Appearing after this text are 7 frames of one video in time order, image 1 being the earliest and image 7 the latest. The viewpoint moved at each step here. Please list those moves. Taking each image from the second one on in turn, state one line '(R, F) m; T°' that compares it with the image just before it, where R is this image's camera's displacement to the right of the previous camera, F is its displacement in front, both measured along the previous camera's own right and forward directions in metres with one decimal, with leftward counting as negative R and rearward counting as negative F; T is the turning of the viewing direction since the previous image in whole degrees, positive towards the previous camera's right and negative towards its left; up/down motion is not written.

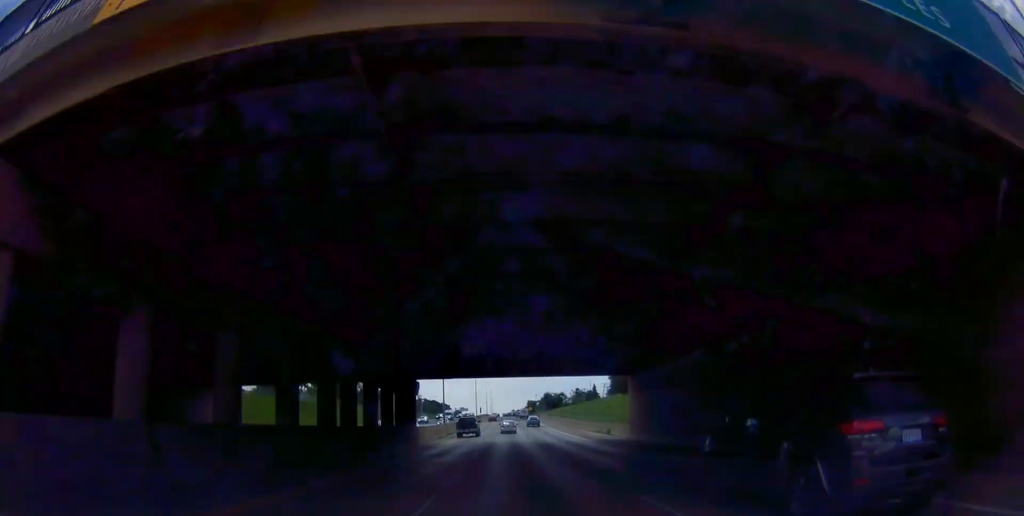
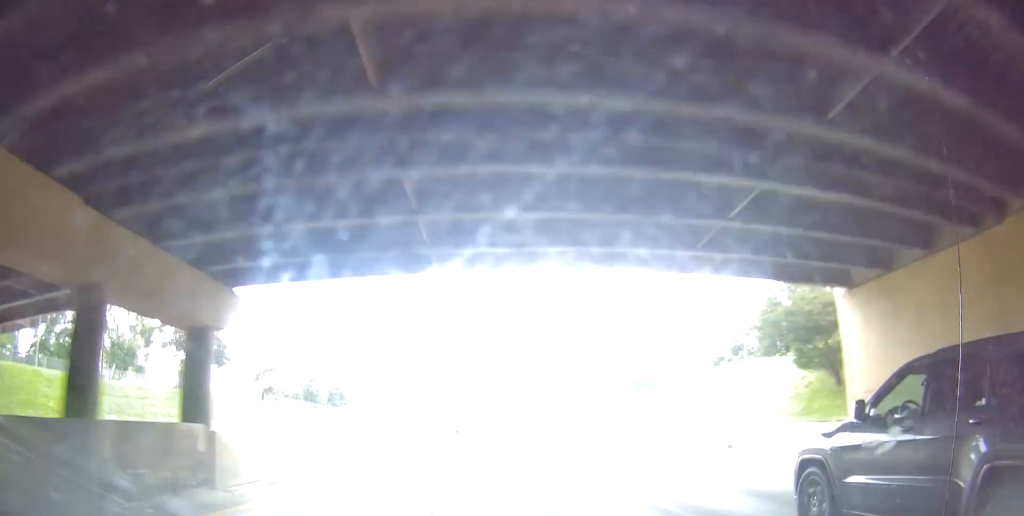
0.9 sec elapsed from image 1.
(+0.3, +30.6) m; +1°
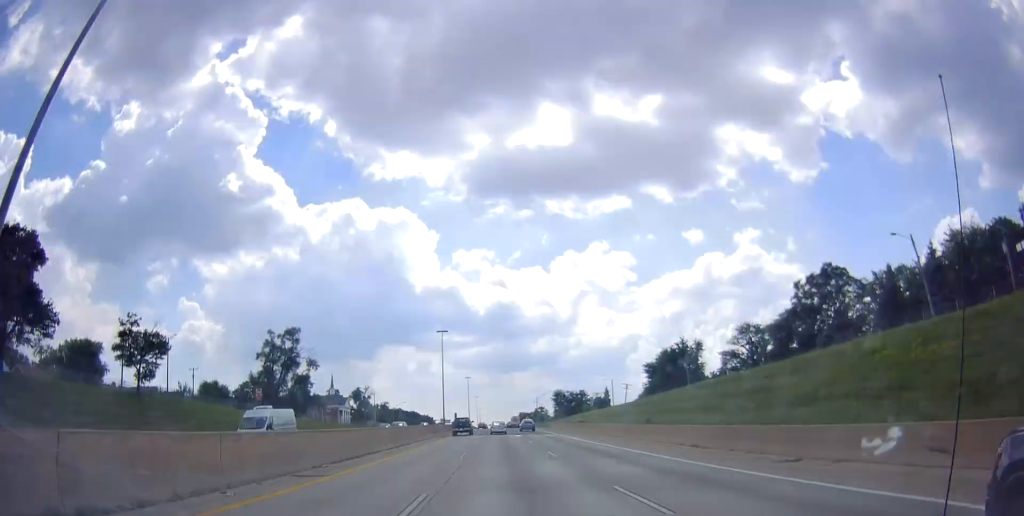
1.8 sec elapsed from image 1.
(+0.1, +29.7) m; +1°
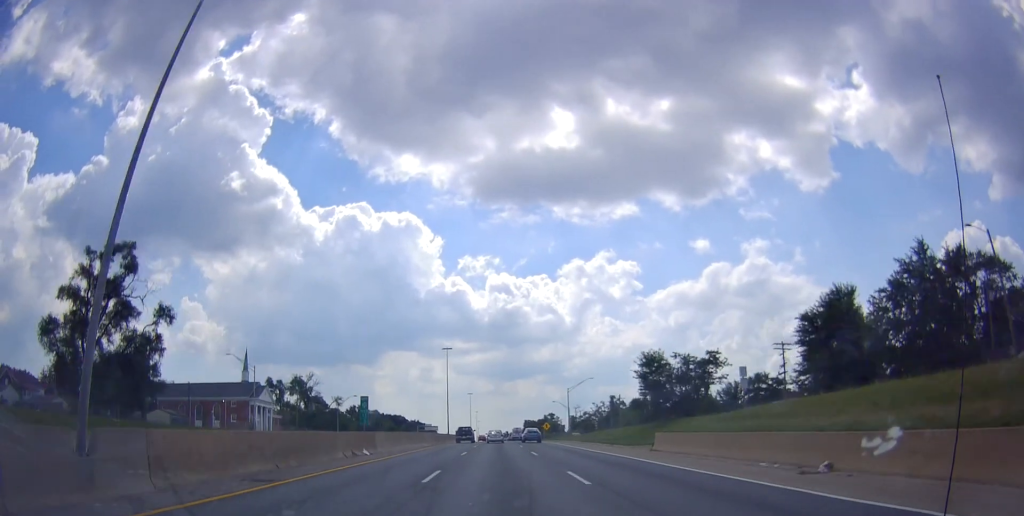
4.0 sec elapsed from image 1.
(+0.9, +70.6) m; +1°
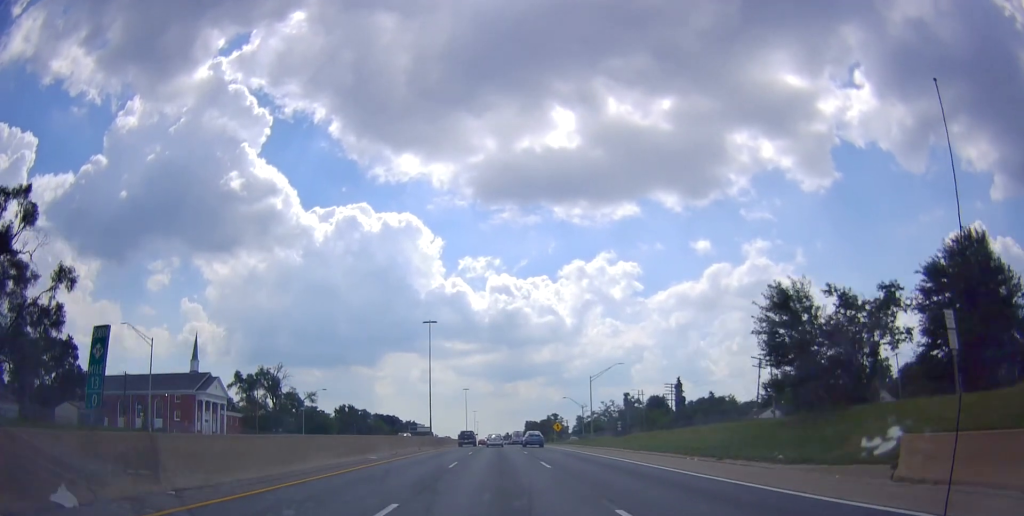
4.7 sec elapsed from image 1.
(-0.1, +23.0) m; 0°
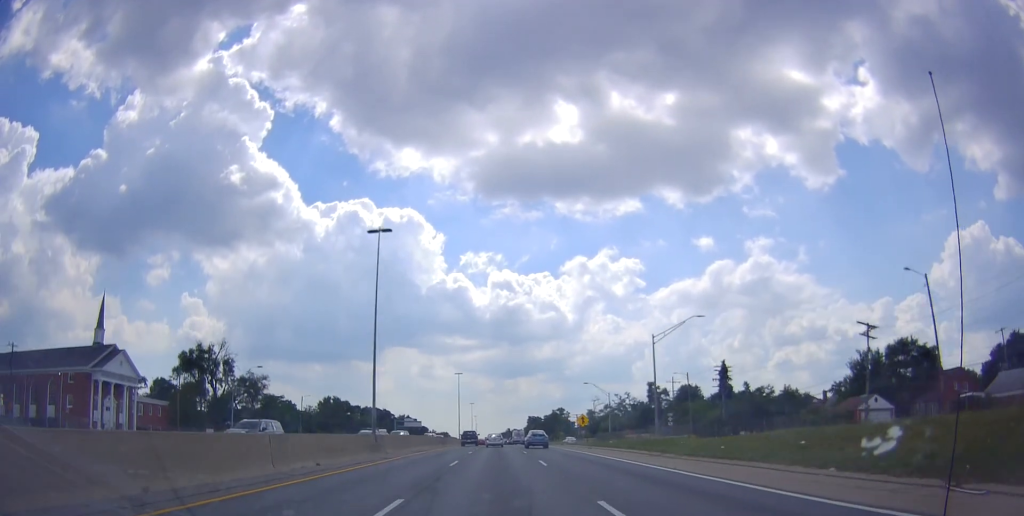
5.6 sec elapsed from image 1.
(+0.6, +29.5) m; 0°
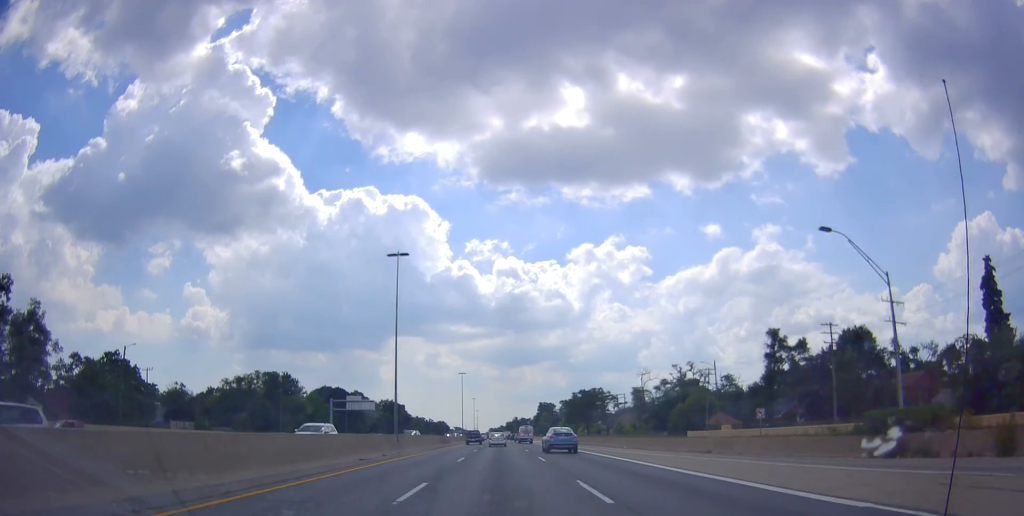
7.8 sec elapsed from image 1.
(-1.7, +73.3) m; -1°
